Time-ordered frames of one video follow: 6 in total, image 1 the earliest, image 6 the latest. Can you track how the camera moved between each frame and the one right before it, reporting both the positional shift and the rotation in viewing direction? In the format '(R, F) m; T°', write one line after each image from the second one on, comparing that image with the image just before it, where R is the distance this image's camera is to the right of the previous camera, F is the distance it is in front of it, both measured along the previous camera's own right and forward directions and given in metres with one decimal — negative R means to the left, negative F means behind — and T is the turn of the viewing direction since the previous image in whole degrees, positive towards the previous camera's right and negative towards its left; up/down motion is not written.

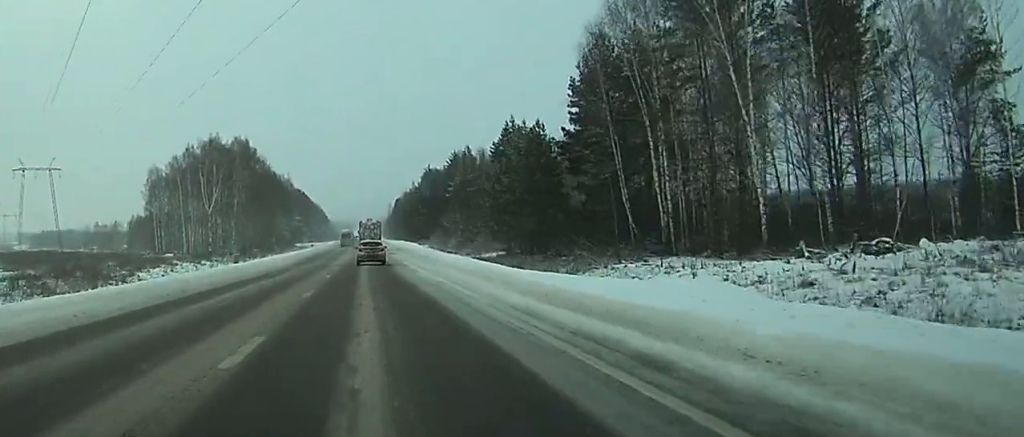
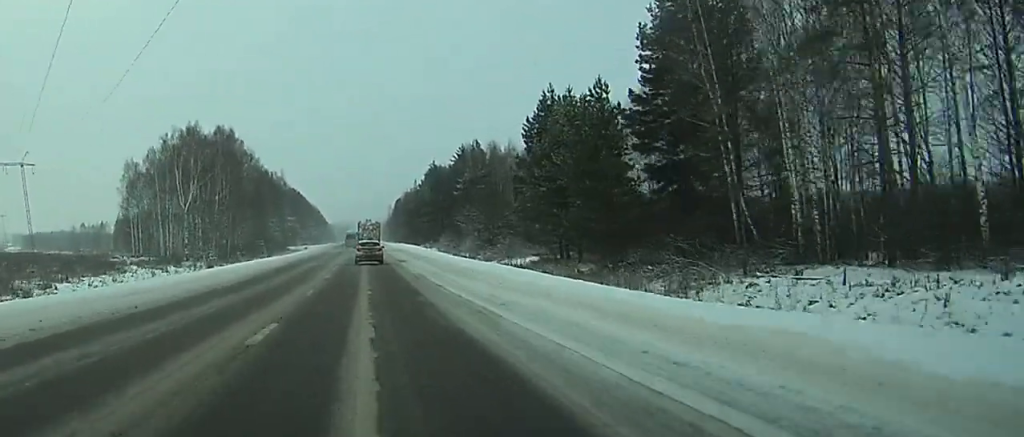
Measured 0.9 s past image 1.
(0.0, +21.2) m; 0°
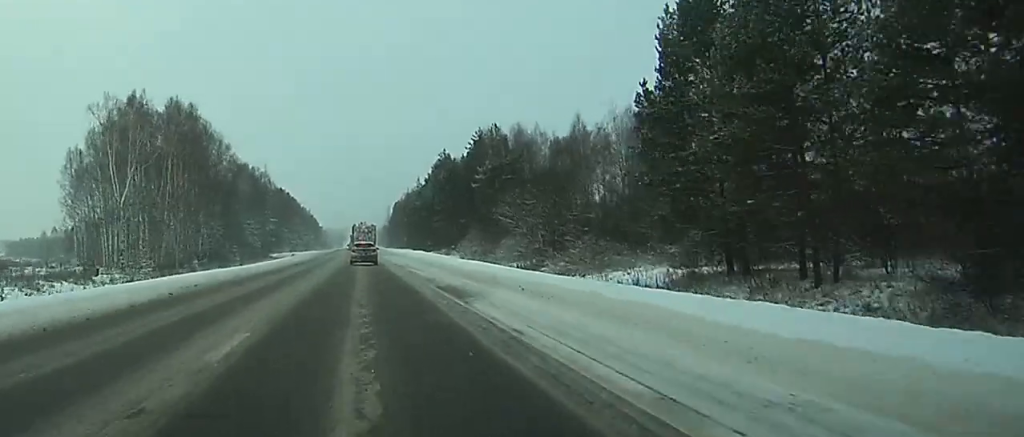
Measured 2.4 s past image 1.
(-0.4, +37.7) m; 0°
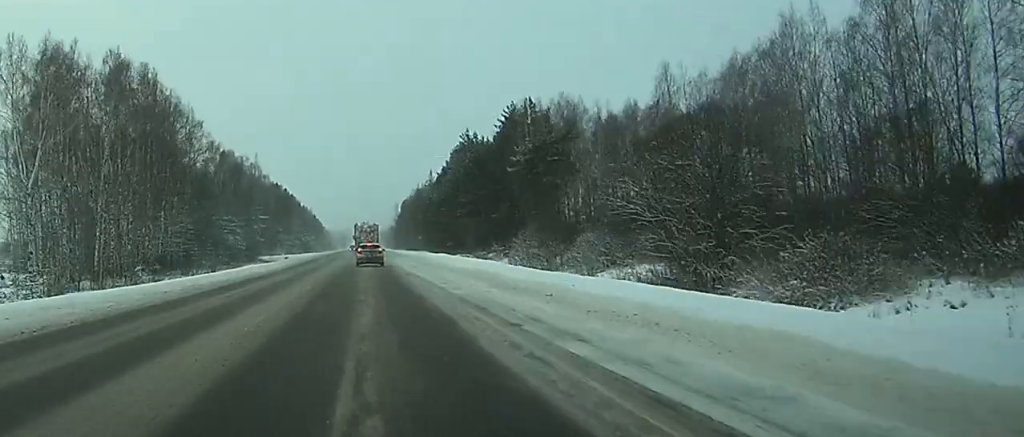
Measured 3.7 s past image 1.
(+0.1, +32.5) m; 0°
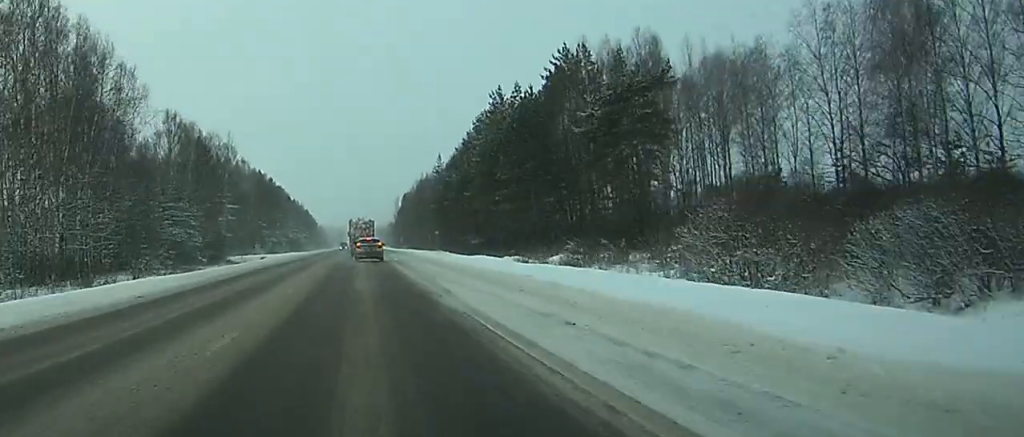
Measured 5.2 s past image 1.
(0.0, +38.9) m; 0°
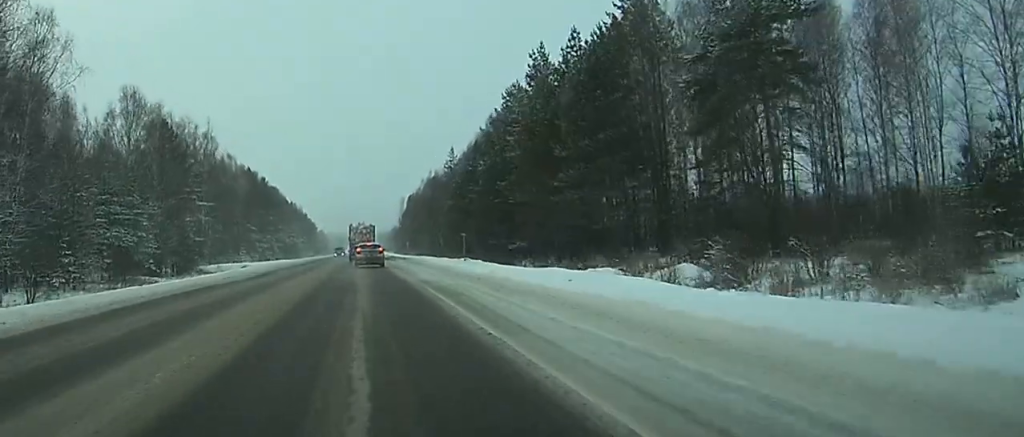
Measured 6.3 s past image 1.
(0.0, +26.4) m; 0°
